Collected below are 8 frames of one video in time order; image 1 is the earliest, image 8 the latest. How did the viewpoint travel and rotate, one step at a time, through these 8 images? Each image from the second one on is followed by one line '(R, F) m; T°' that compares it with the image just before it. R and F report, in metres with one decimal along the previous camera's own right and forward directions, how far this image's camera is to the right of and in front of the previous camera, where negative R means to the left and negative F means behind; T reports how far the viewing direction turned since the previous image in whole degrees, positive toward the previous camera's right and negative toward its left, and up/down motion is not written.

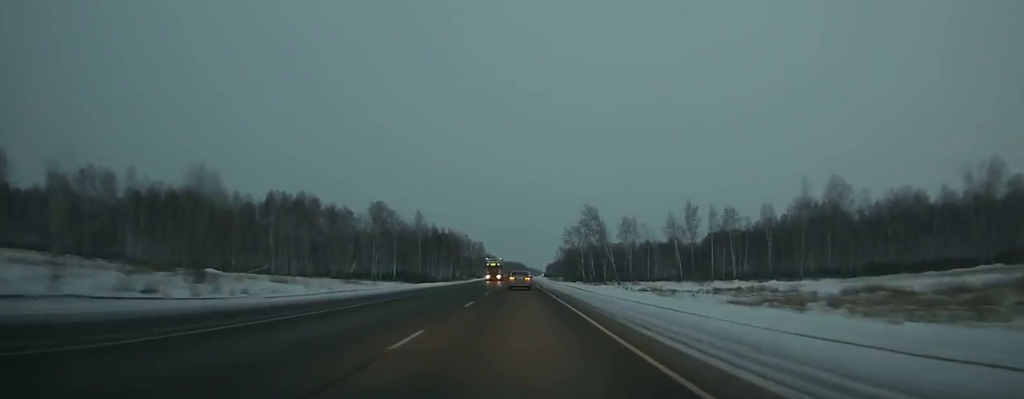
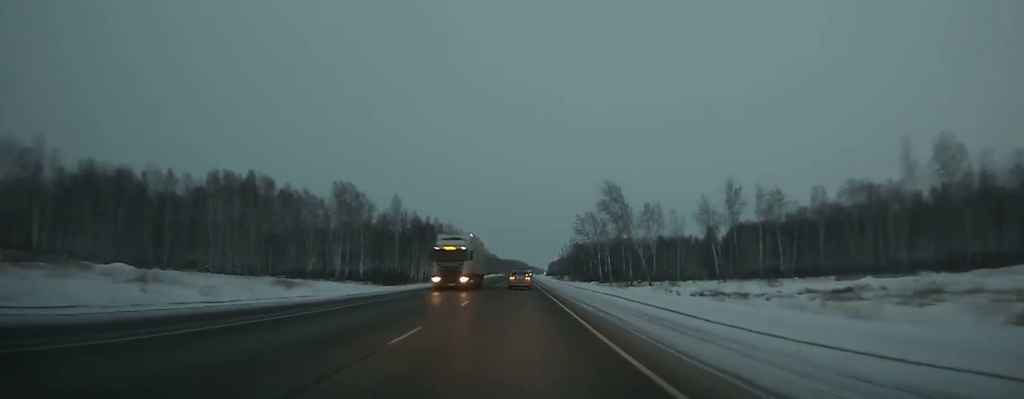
(+0.2, +35.4) m; 0°
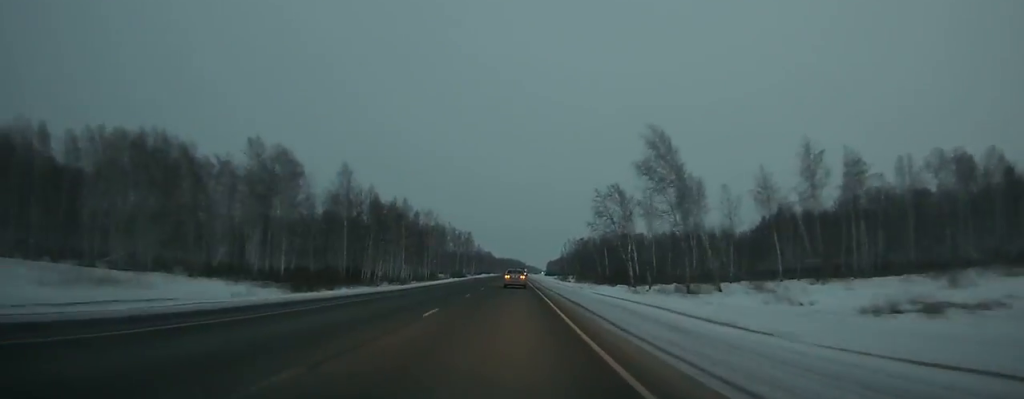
(+0.1, +41.2) m; 0°
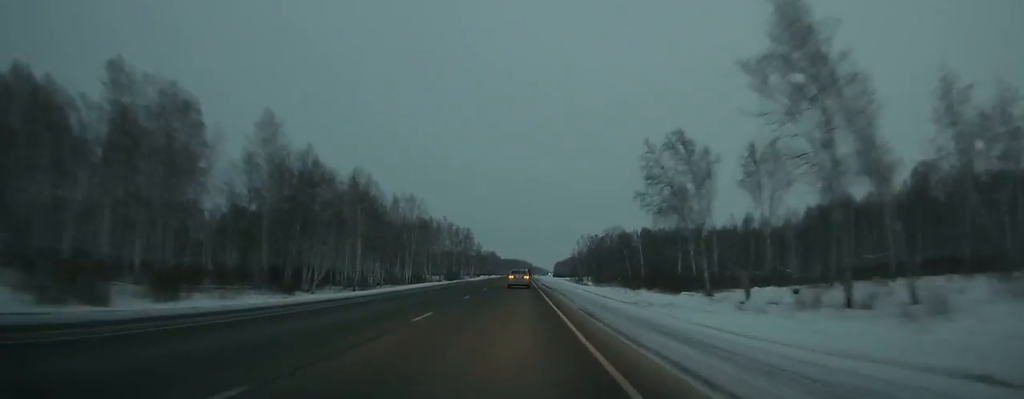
(-0.3, +38.2) m; 0°
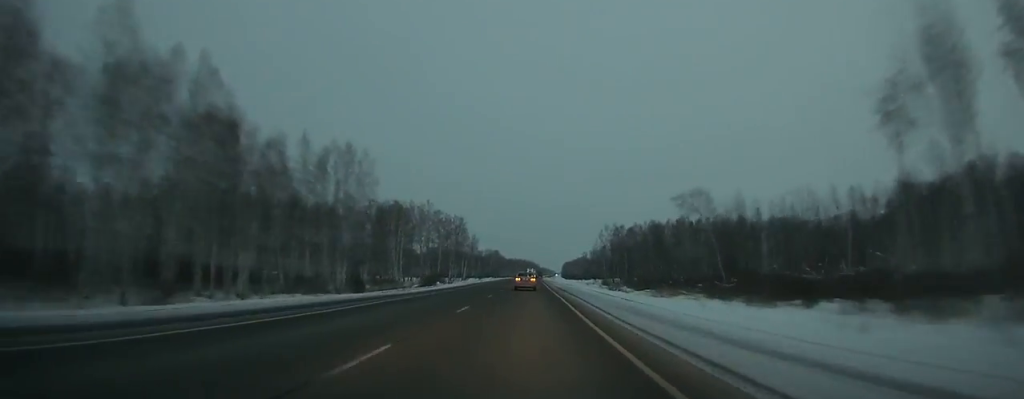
(-0.2, +55.7) m; 0°
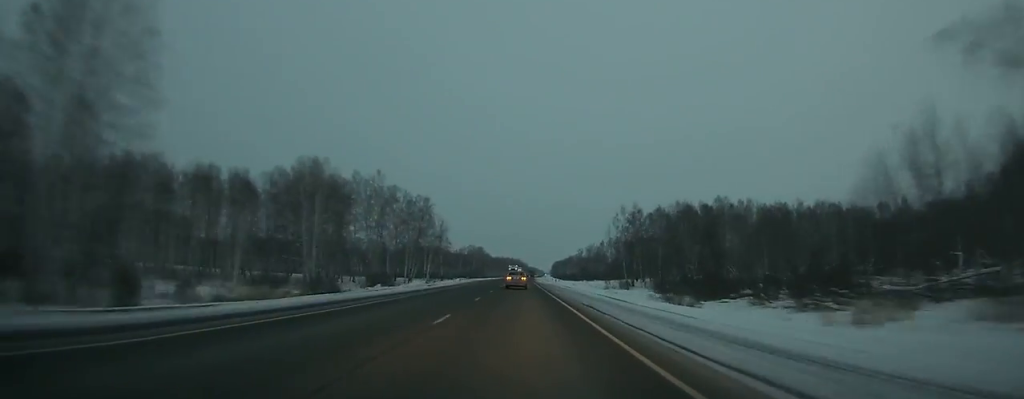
(+0.3, +52.8) m; 0°
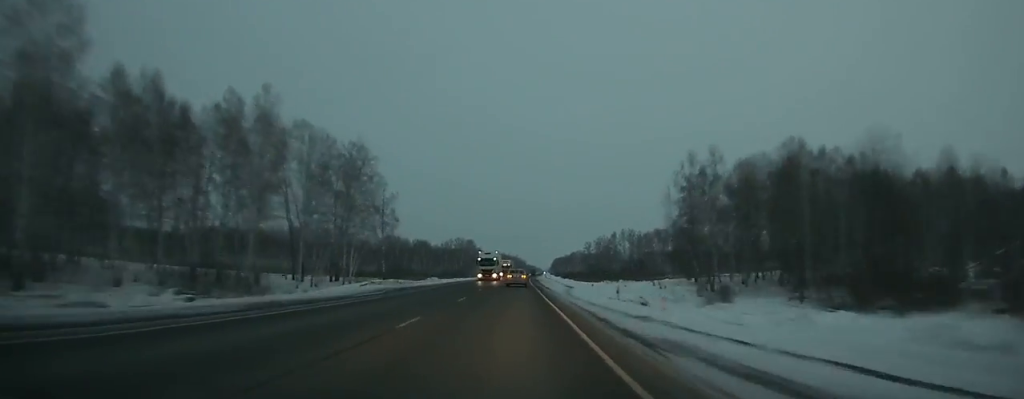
(+0.2, +61.6) m; 0°
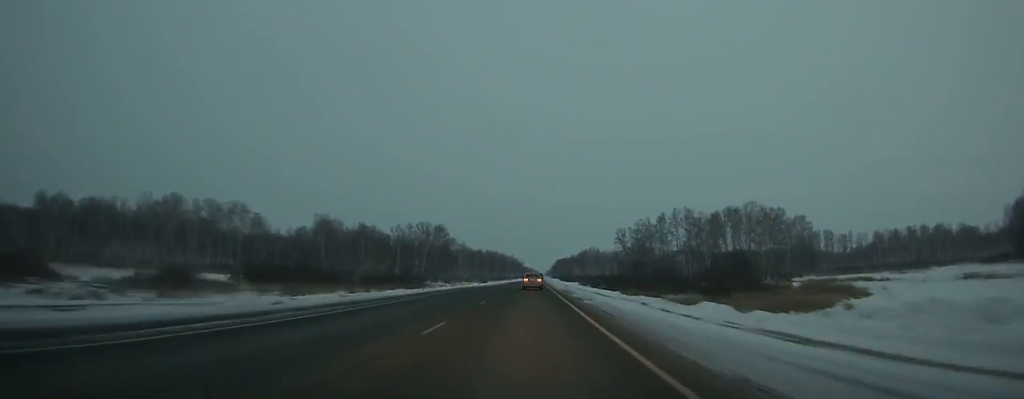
(+0.6, +121.3) m; +1°
